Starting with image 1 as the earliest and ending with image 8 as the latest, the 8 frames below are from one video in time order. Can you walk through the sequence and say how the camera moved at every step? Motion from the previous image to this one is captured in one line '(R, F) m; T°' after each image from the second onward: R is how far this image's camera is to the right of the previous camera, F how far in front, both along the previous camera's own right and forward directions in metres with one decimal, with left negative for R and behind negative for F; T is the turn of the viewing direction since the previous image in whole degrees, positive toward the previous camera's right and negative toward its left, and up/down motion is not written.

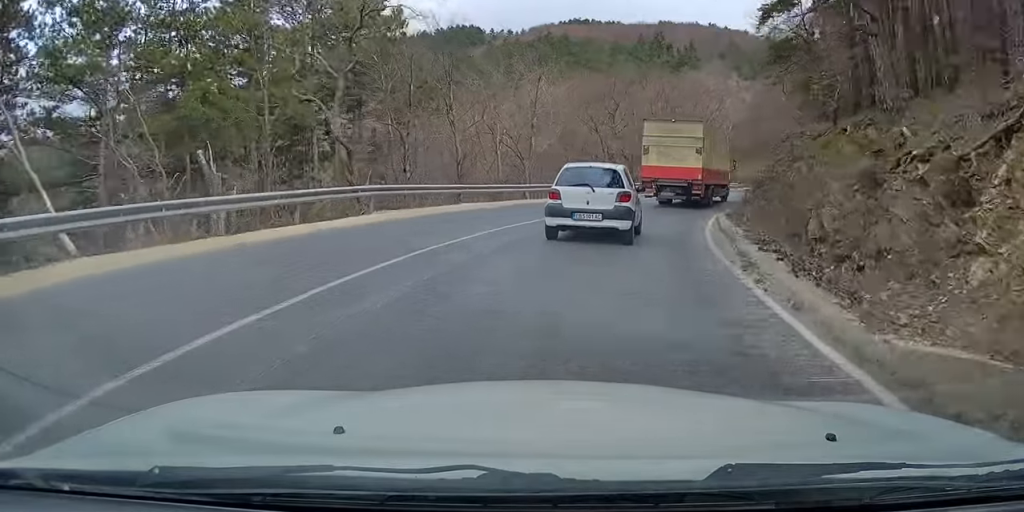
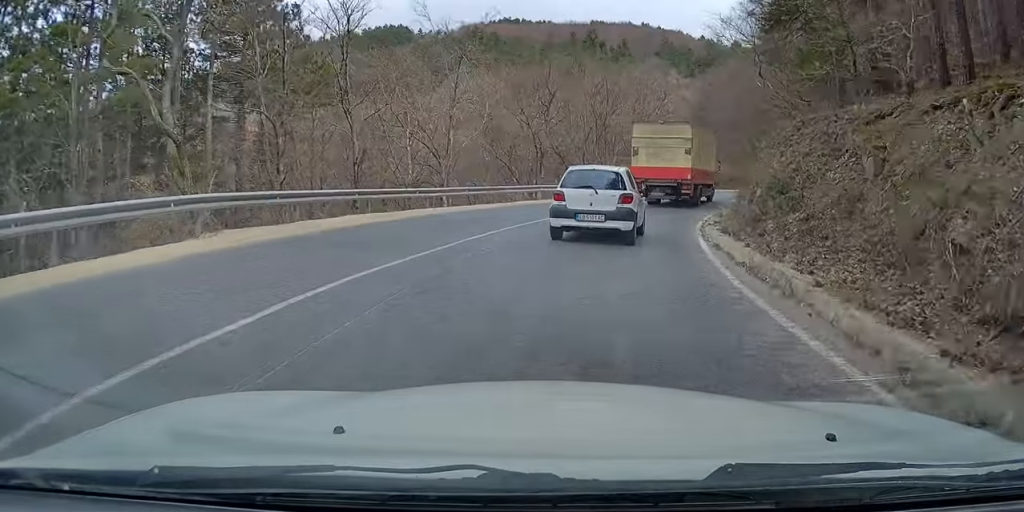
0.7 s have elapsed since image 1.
(+0.5, +6.8) m; +5°
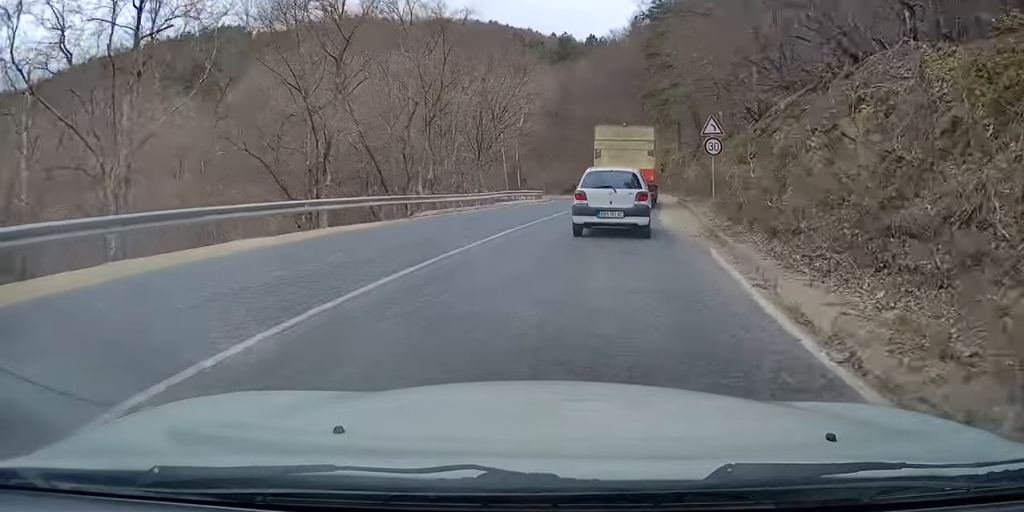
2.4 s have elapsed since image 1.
(+0.6, +17.7) m; +6°
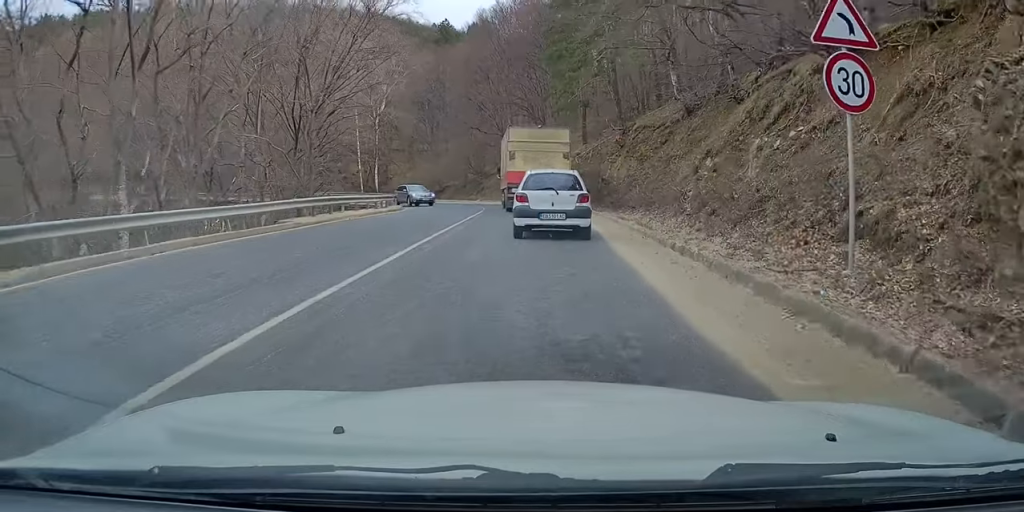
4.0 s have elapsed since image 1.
(+2.7, +17.6) m; +18°
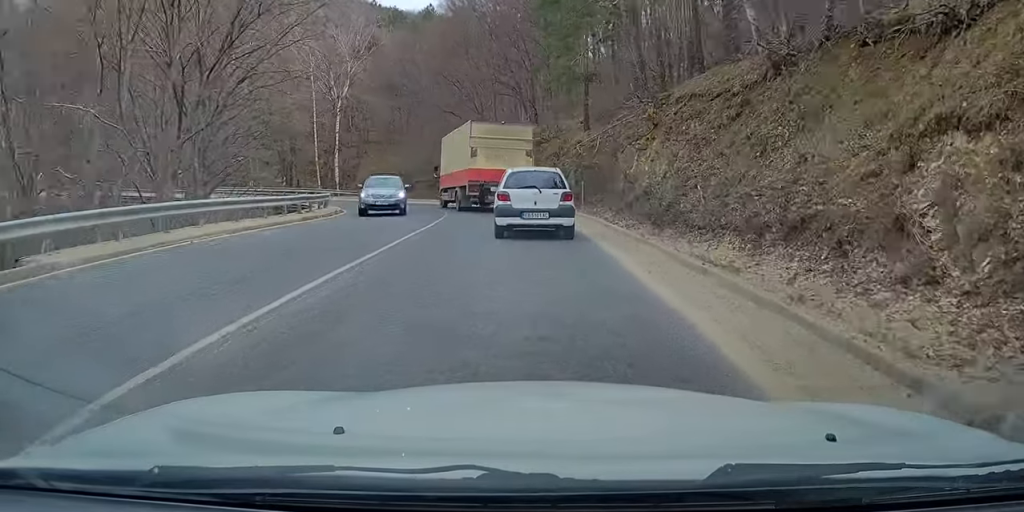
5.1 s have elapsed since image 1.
(+0.6, +11.4) m; +4°
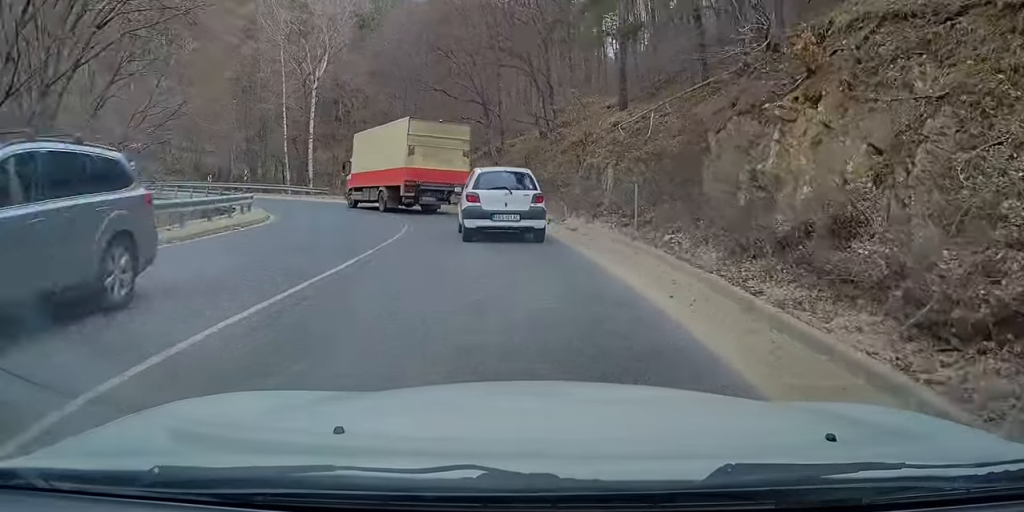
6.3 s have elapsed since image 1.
(+0.1, +11.0) m; -1°
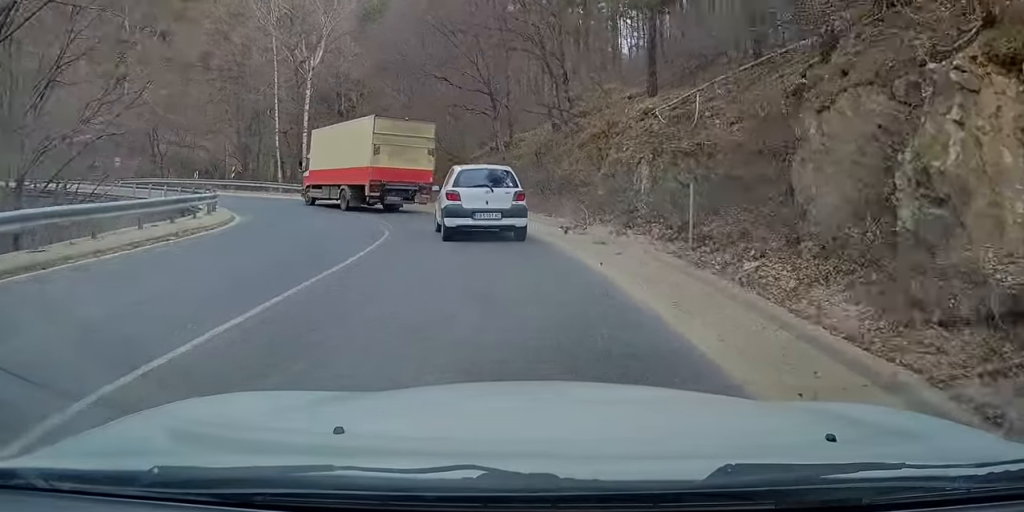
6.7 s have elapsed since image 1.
(+0.1, +4.0) m; -2°
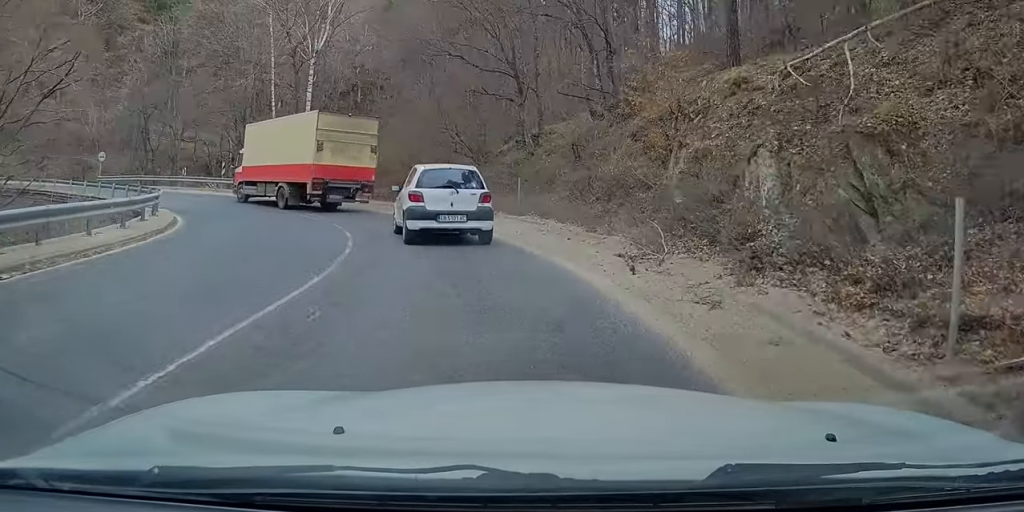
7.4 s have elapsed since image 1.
(-0.3, +5.9) m; -5°
